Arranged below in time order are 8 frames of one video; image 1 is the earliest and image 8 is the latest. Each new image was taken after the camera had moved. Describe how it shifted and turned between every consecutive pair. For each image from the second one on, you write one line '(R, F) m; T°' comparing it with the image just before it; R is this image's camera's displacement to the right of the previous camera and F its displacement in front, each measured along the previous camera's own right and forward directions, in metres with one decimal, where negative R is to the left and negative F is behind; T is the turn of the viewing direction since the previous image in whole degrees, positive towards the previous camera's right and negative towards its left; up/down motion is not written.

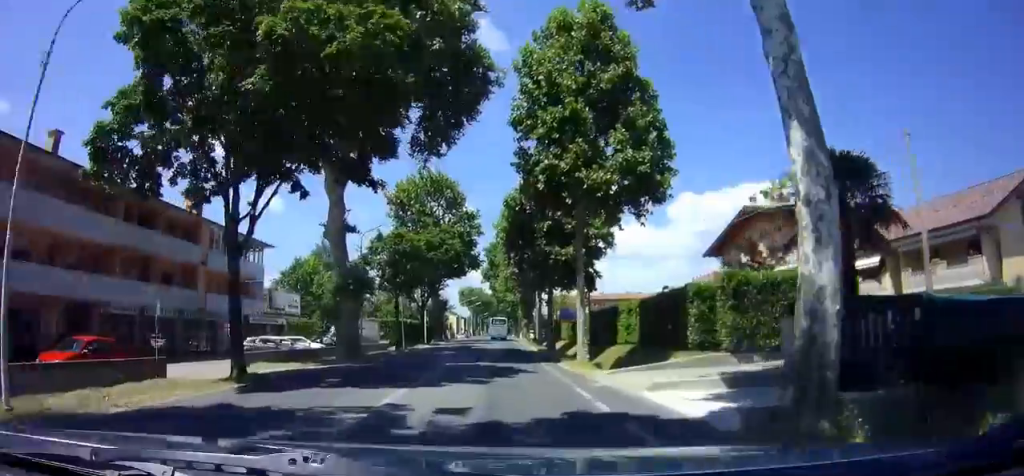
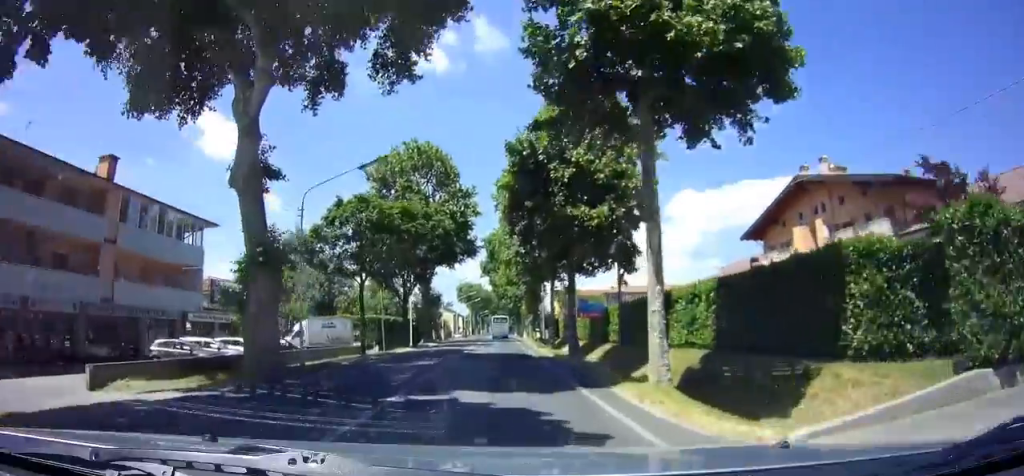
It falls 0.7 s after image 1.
(+0.1, +10.5) m; +1°
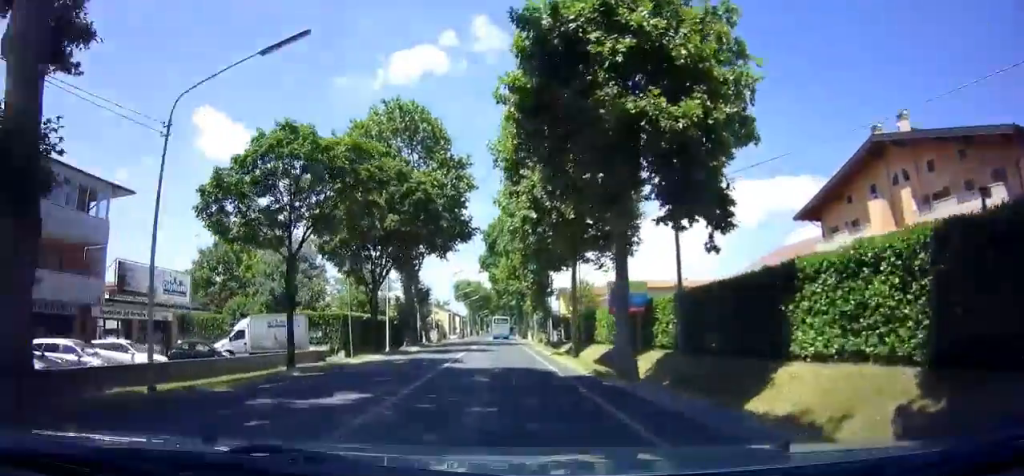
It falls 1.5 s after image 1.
(+0.1, +10.7) m; 0°
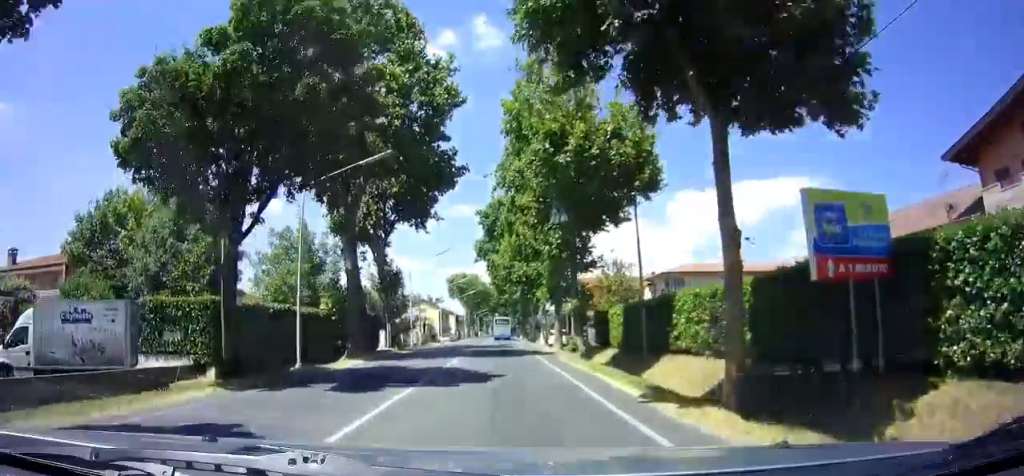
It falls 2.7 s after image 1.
(-0.2, +18.0) m; -1°
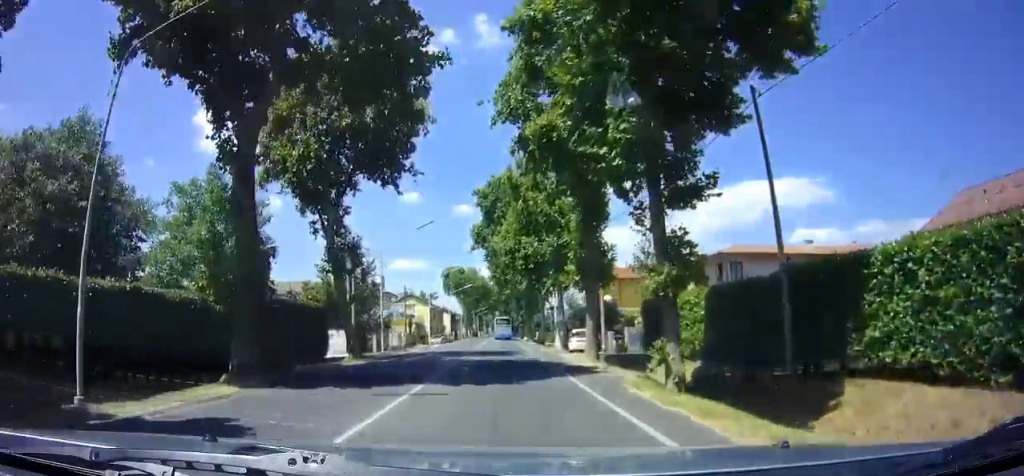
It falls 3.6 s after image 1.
(0.0, +13.1) m; 0°
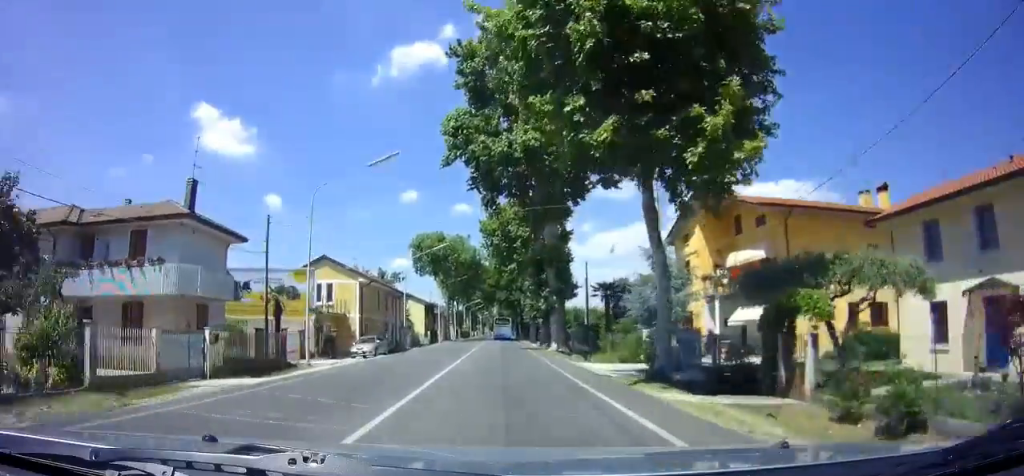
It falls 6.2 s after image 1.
(+0.1, +38.3) m; 0°
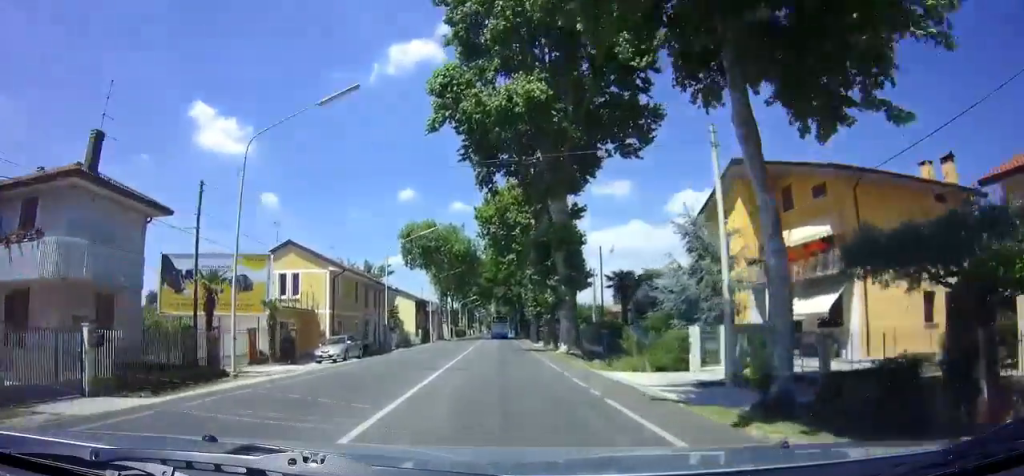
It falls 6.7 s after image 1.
(0.0, +6.3) m; 0°
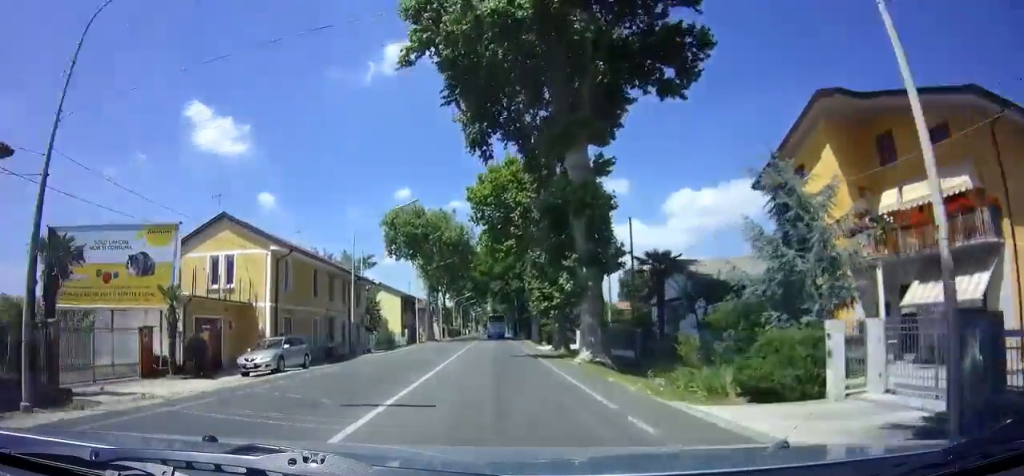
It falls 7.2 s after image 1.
(0.0, +8.3) m; 0°
